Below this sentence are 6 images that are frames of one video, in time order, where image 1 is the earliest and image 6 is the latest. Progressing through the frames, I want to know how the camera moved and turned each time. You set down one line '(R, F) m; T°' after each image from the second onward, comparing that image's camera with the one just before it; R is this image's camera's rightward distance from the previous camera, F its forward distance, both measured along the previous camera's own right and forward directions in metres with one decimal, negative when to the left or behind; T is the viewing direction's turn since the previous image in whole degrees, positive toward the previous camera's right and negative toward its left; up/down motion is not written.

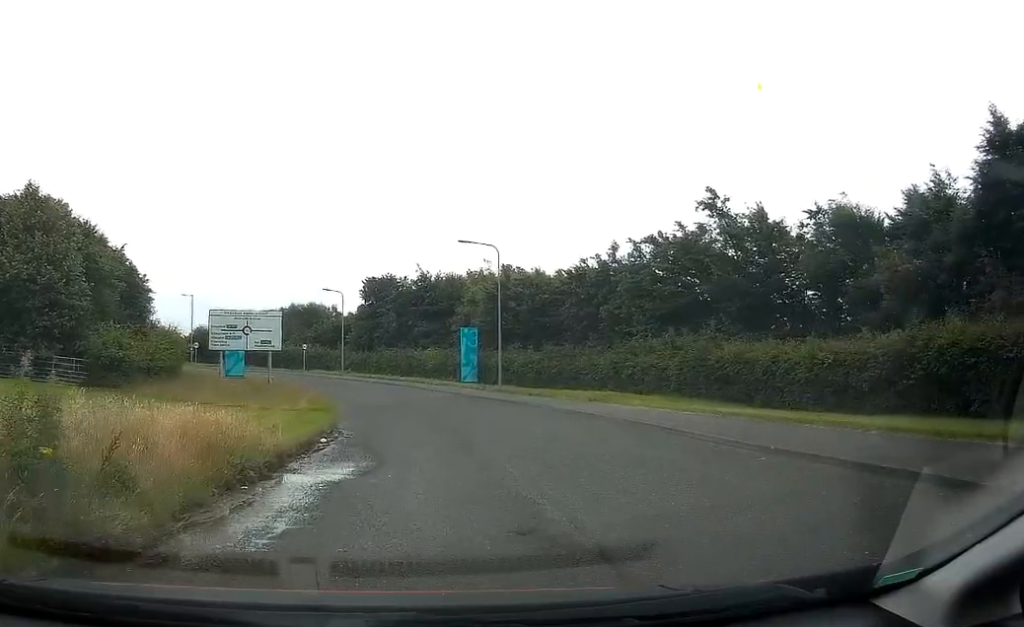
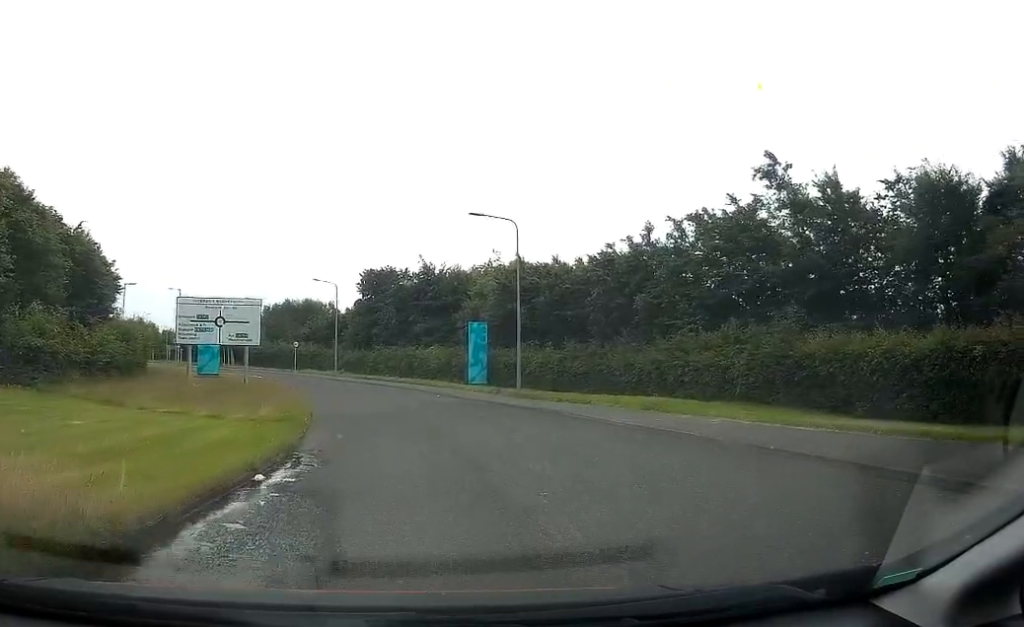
(0.0, +6.0) m; 0°
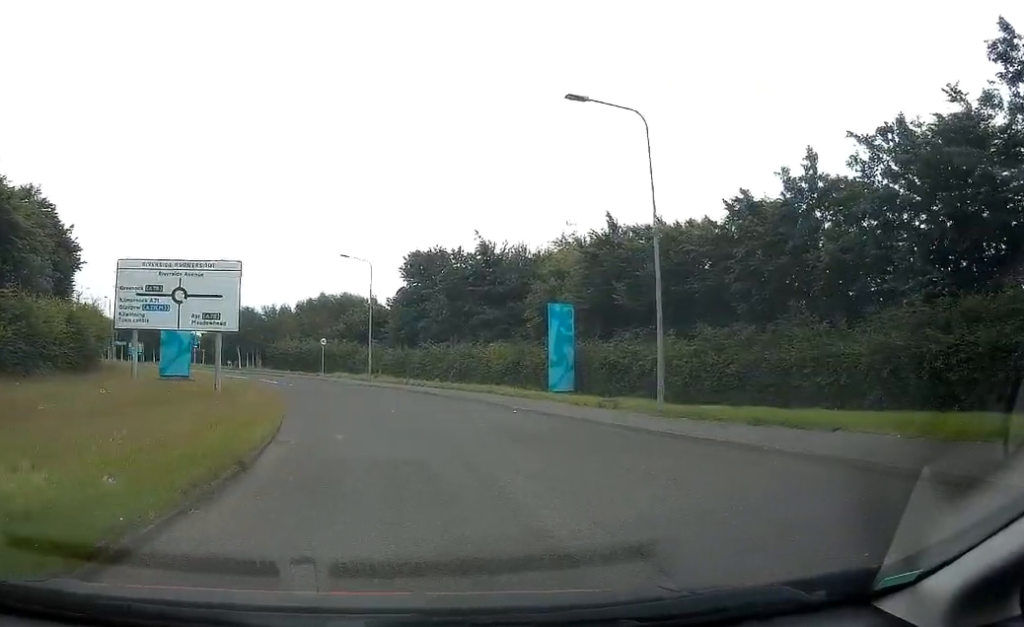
(-0.6, +12.7) m; -9°
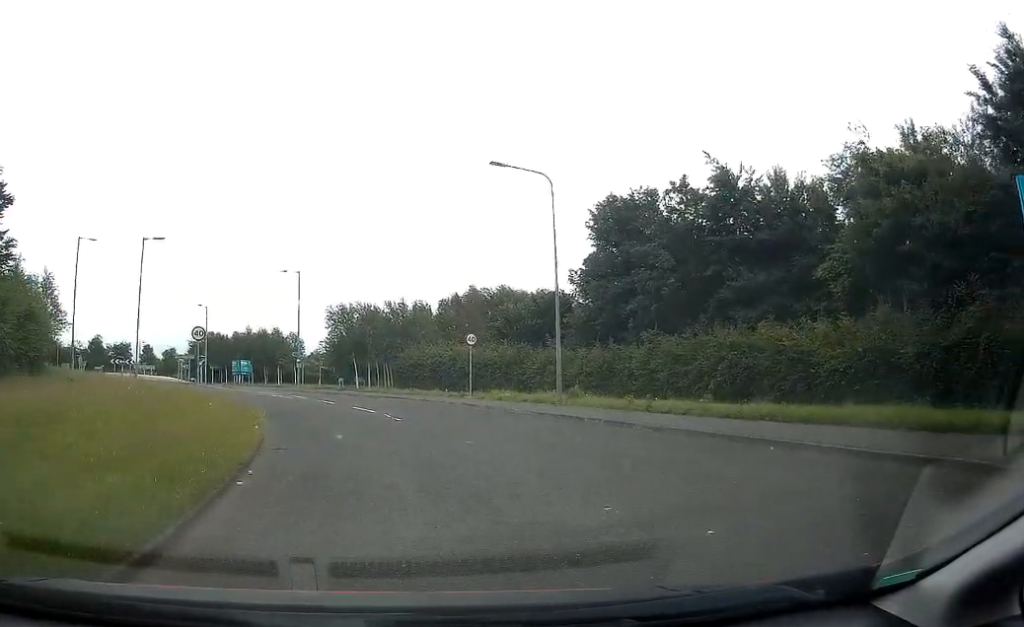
(-2.6, +22.1) m; -11°
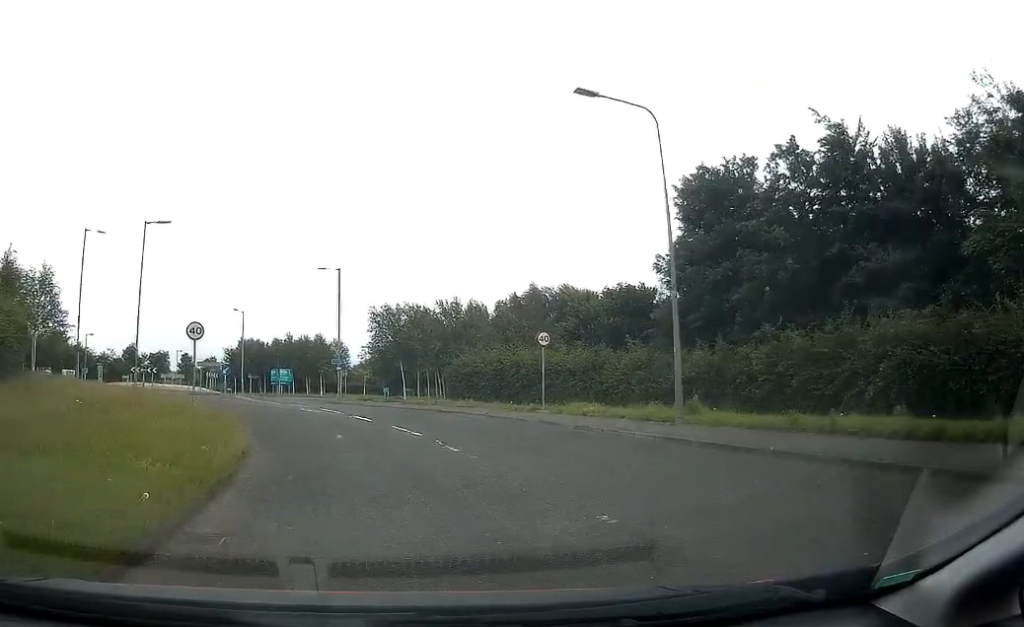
(-0.4, +7.5) m; -4°
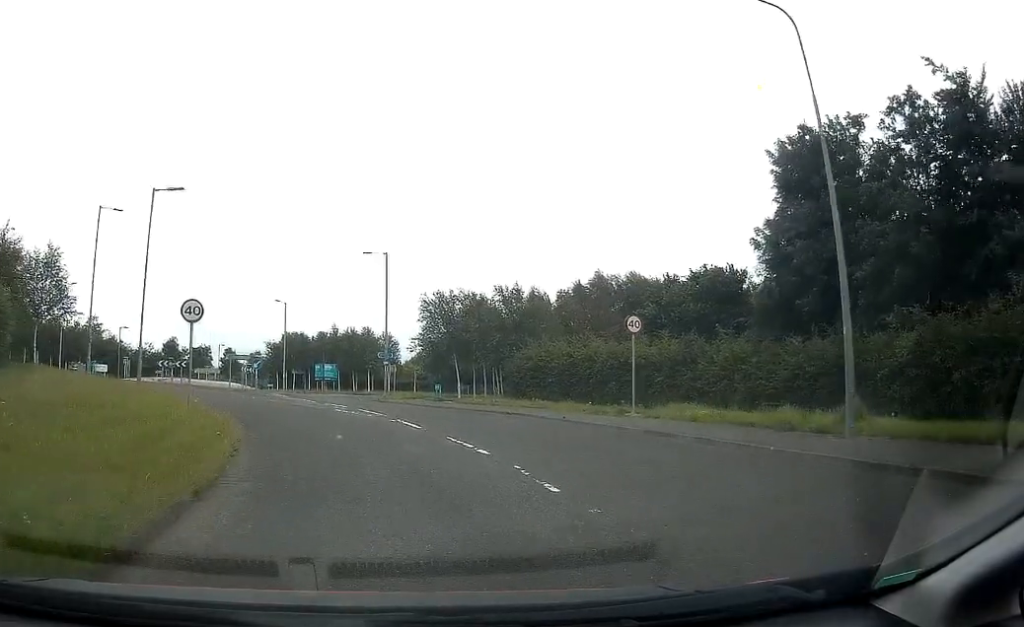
(-0.2, +5.7) m; -4°
